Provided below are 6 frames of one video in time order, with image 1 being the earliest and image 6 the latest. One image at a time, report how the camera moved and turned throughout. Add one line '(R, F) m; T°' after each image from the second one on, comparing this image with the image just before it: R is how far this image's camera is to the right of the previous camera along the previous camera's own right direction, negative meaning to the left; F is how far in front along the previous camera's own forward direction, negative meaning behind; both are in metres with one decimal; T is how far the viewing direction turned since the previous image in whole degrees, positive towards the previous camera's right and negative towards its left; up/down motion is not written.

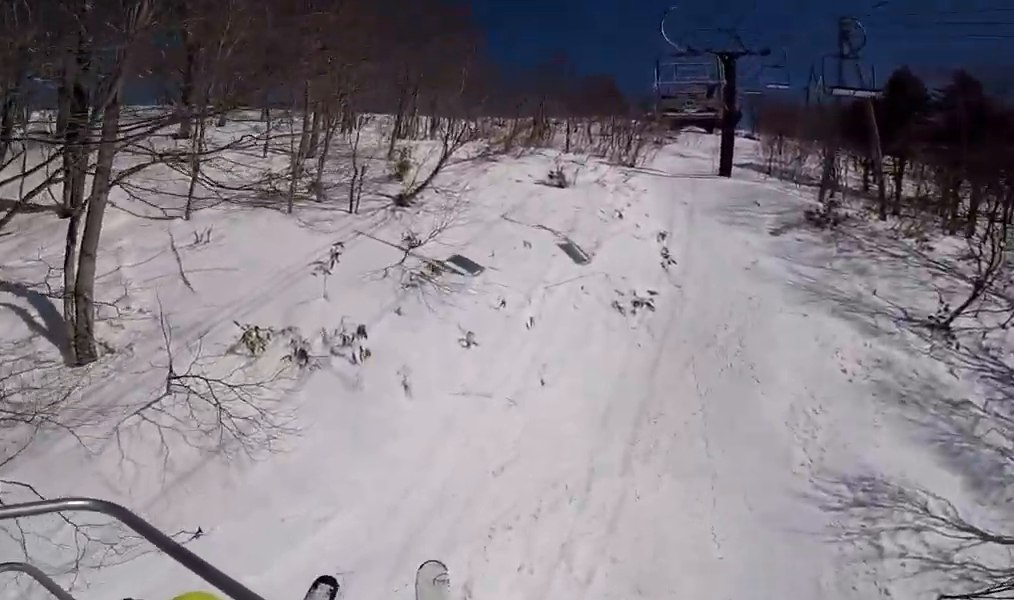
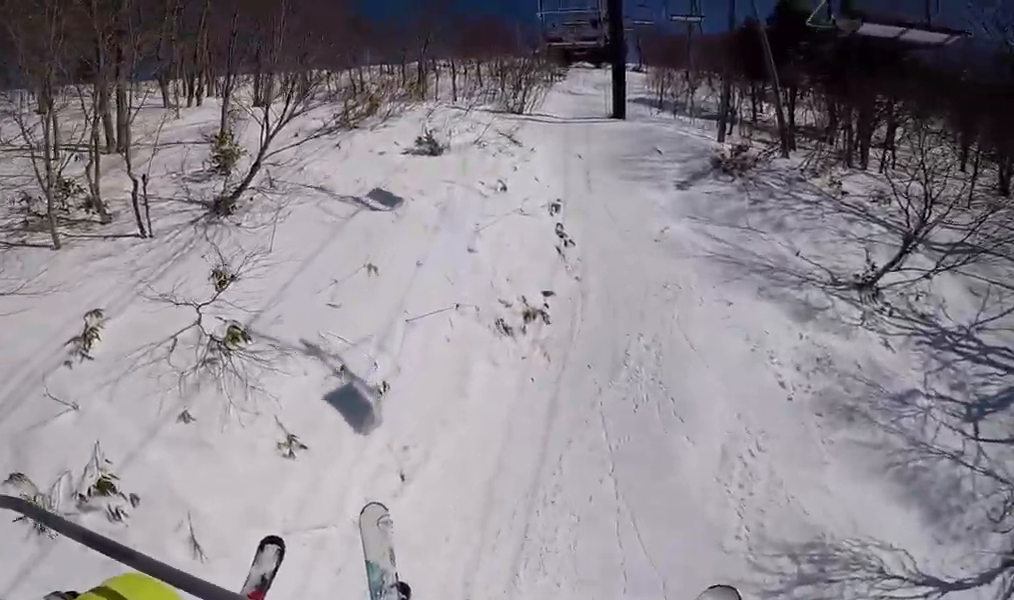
(0.0, +4.0) m; 0°
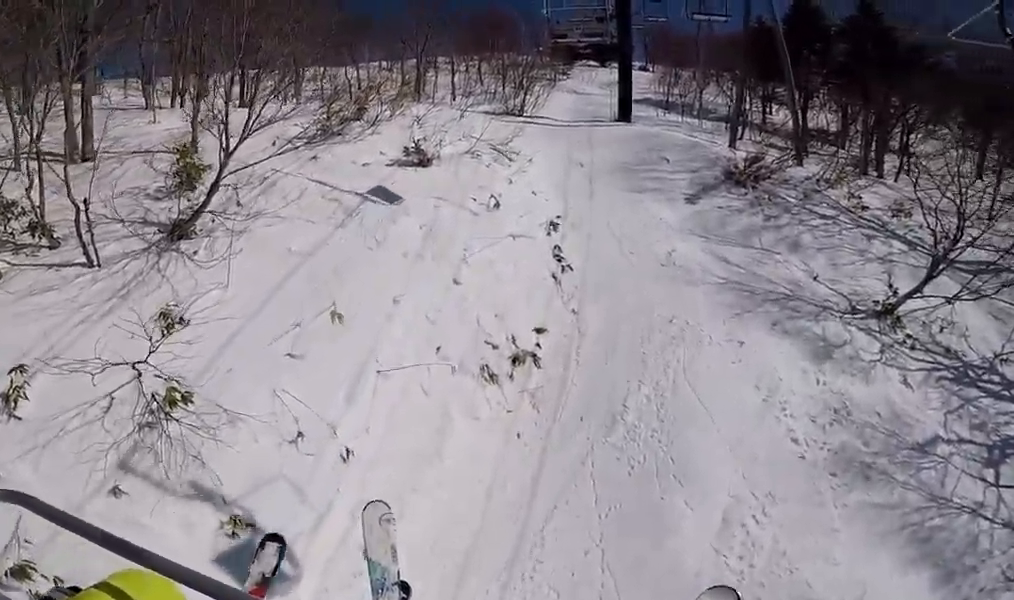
(0.0, +1.3) m; 0°
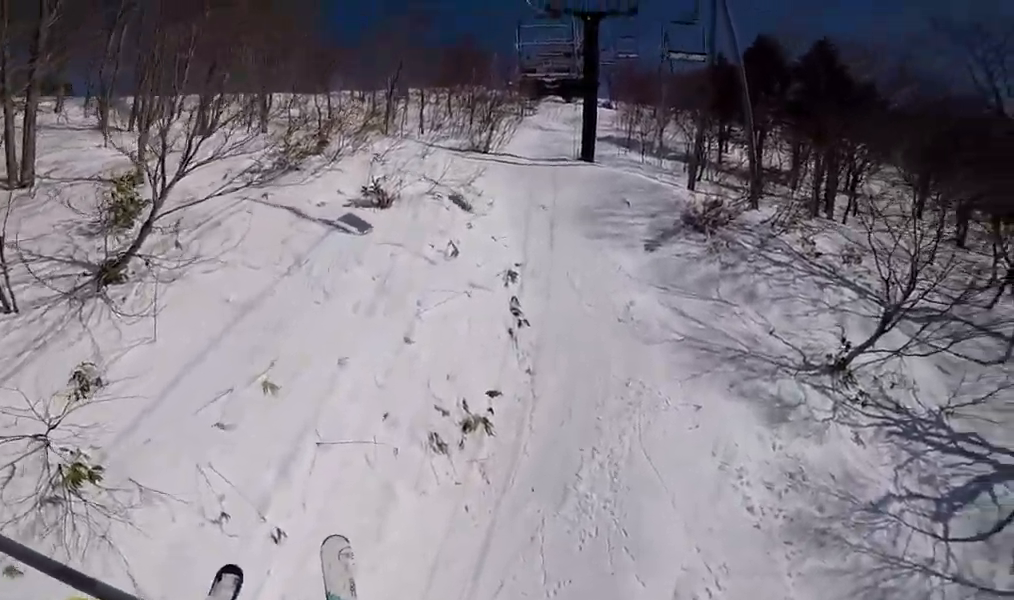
(0.0, +0.8) m; 0°
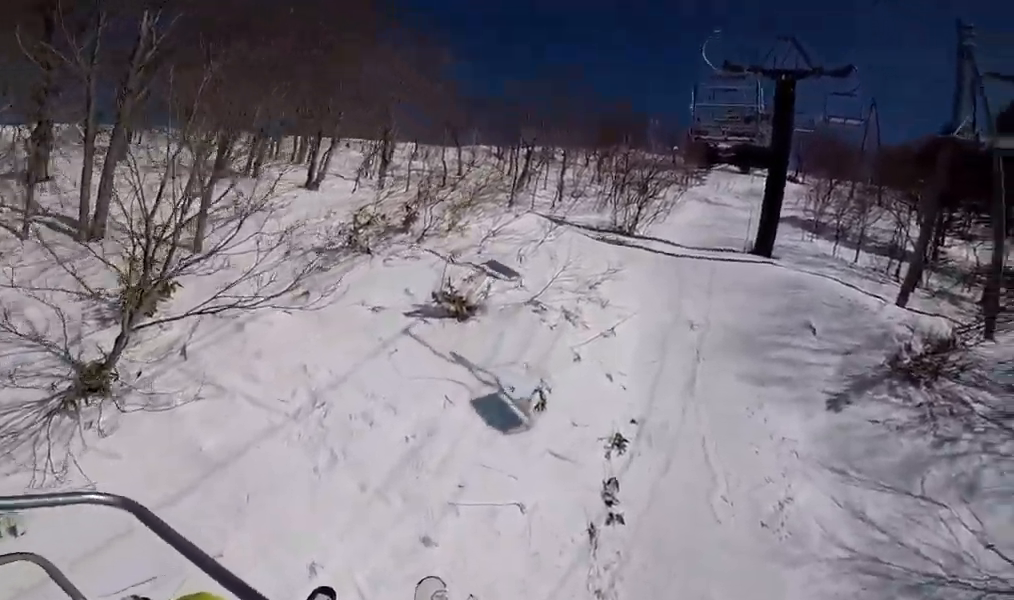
(0.0, +2.9) m; 0°
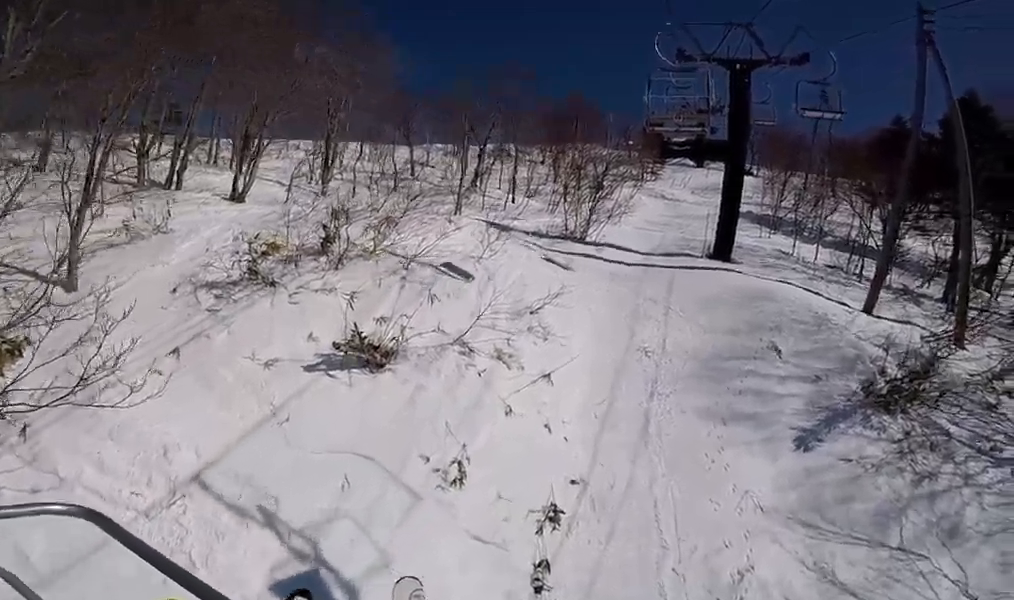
(0.0, +1.8) m; 0°
